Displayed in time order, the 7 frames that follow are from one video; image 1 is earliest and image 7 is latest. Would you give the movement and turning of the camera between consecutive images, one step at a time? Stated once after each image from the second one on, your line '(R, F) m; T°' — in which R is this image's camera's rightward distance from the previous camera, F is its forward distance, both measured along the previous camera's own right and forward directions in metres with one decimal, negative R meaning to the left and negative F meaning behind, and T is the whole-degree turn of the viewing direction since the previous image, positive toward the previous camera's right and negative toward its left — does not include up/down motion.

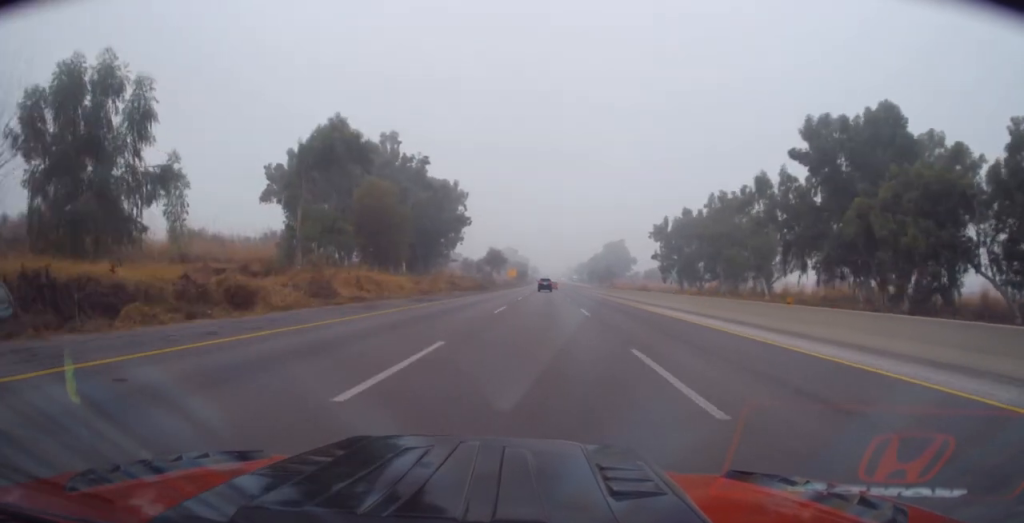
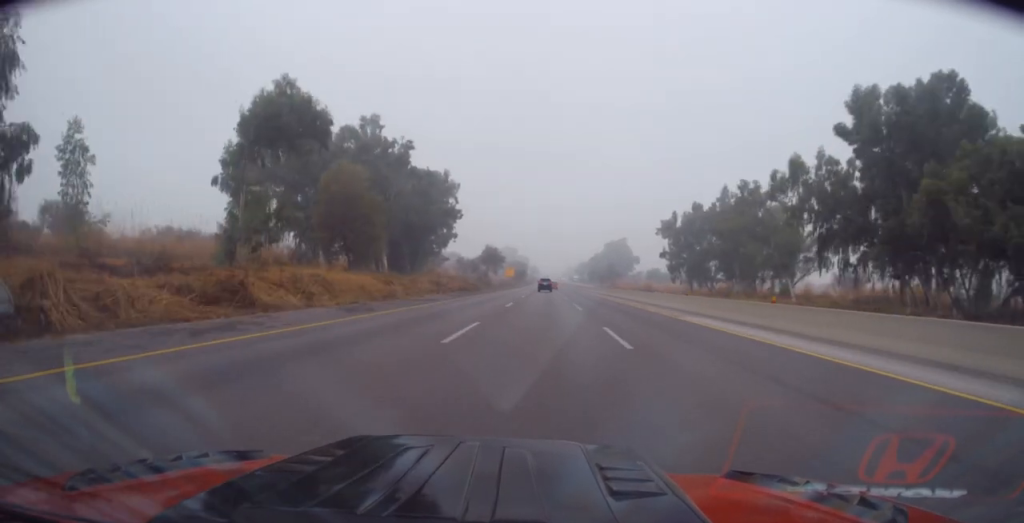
(+0.1, +11.7) m; 0°
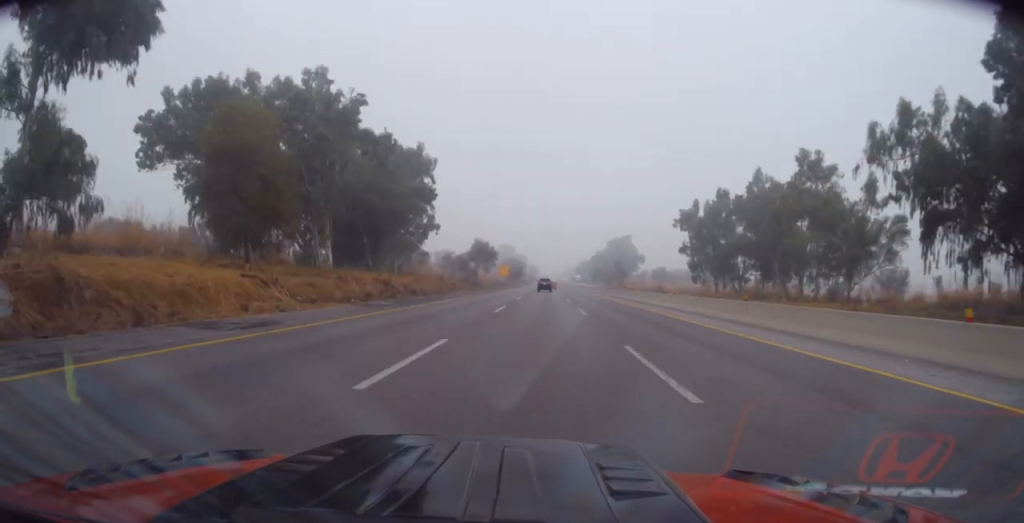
(0.0, +23.3) m; 0°
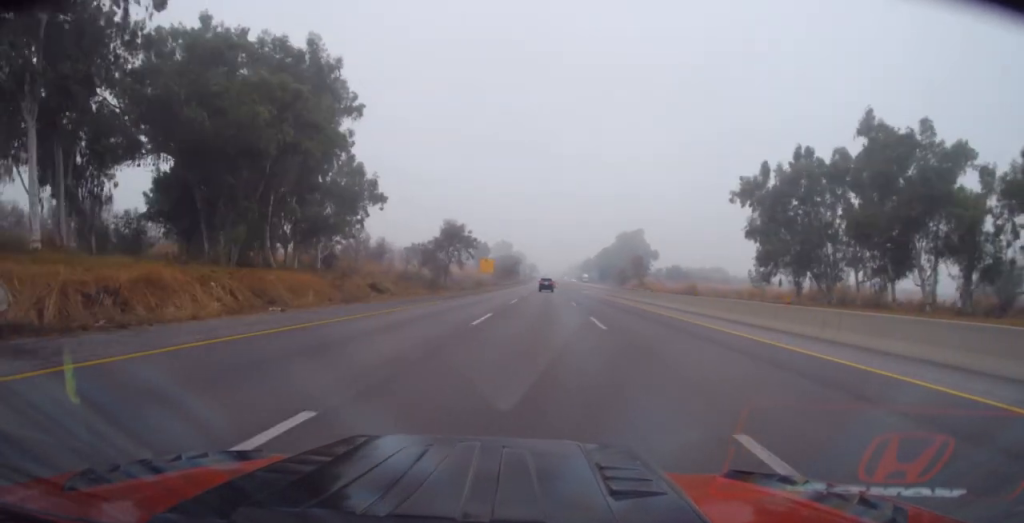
(-0.2, +43.1) m; 0°
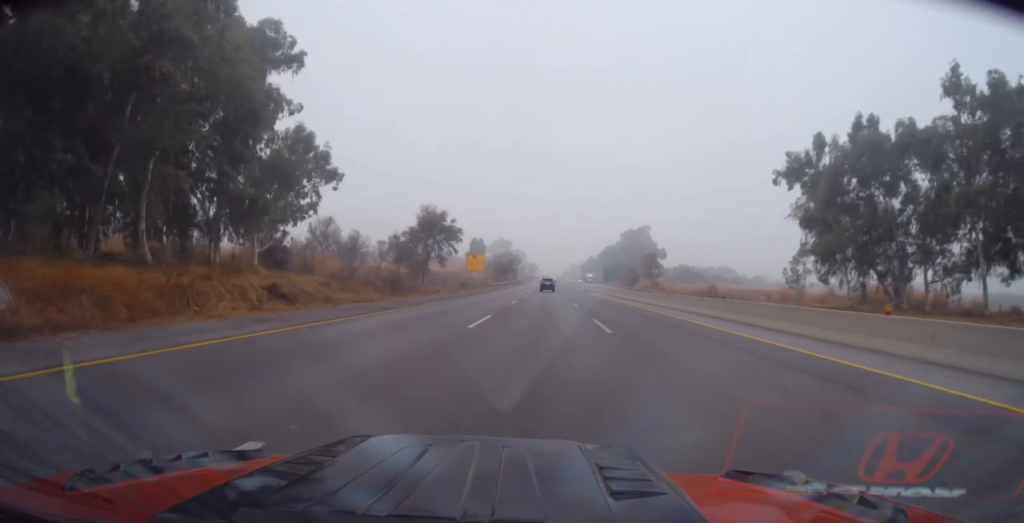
(+0.1, +18.9) m; 0°
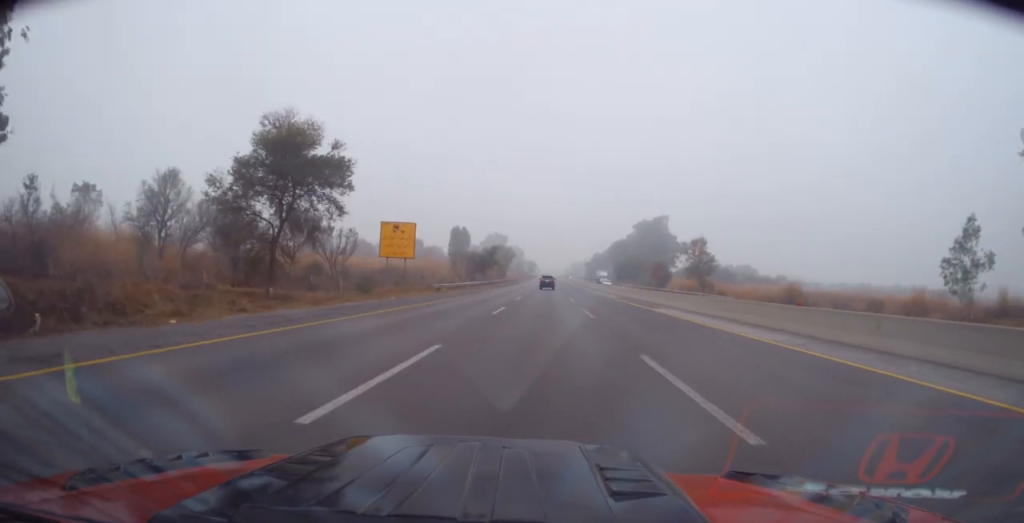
(-0.4, +47.0) m; -1°
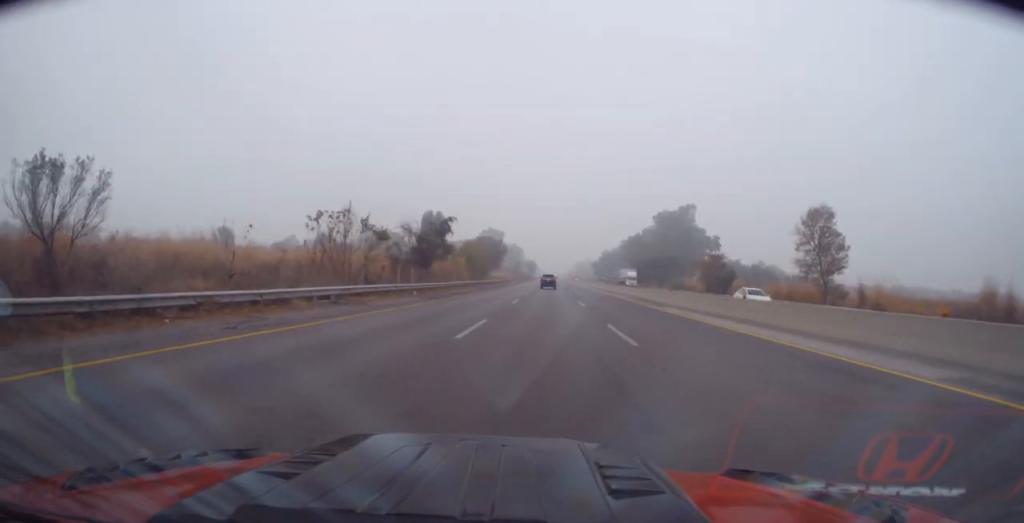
(0.0, +46.4) m; 0°
